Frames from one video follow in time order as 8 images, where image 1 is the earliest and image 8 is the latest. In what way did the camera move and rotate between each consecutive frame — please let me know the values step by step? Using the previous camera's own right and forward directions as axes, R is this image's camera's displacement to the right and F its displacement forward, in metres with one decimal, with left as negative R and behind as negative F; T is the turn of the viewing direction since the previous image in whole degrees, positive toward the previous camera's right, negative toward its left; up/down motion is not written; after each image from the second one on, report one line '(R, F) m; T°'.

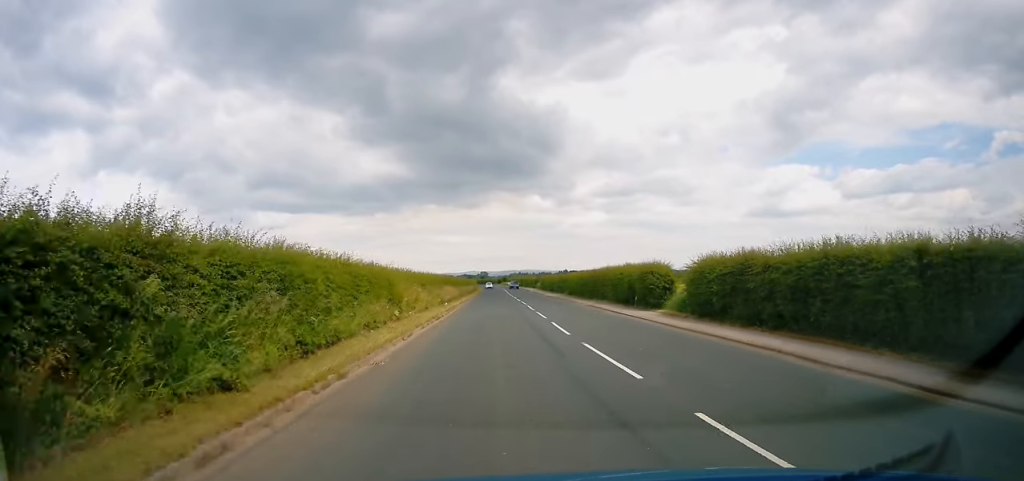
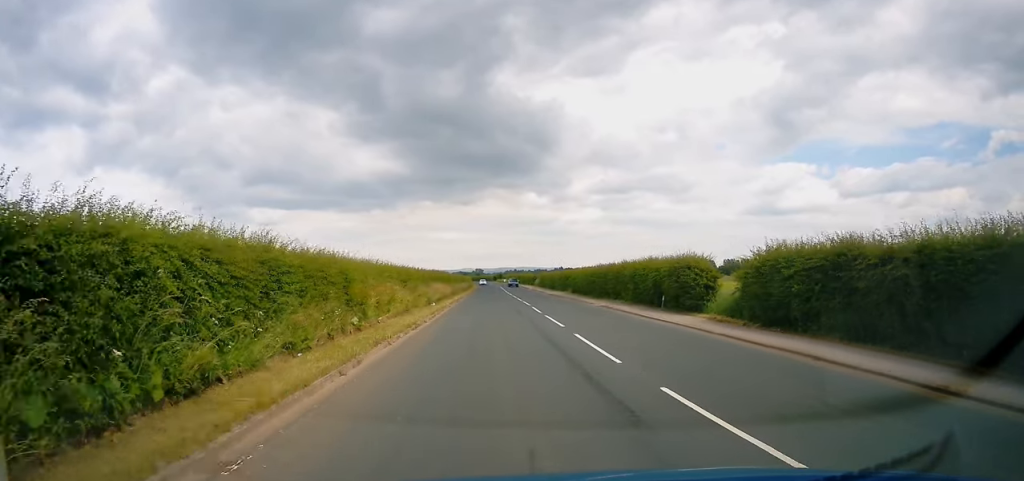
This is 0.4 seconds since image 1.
(+0.2, +7.4) m; +1°
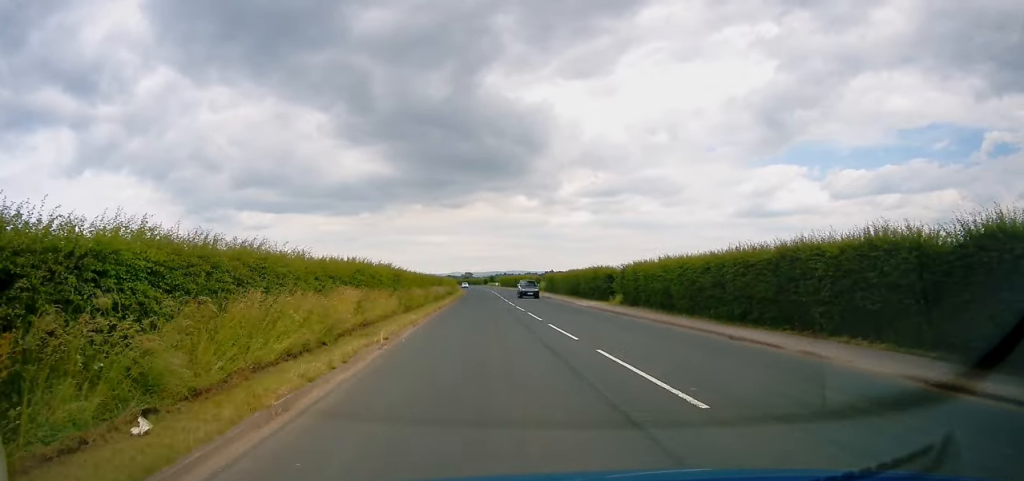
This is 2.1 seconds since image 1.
(+0.4, +29.8) m; 0°
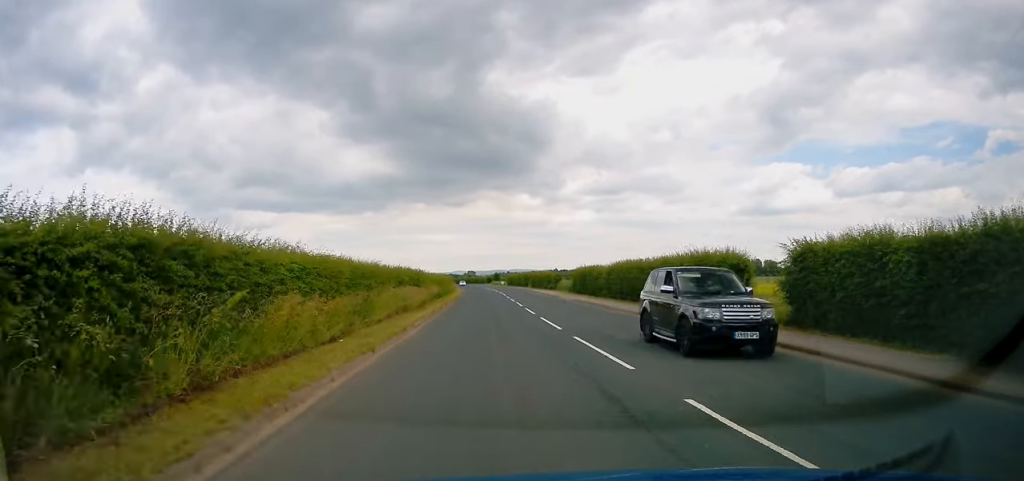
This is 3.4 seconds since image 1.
(-0.4, +22.8) m; -1°
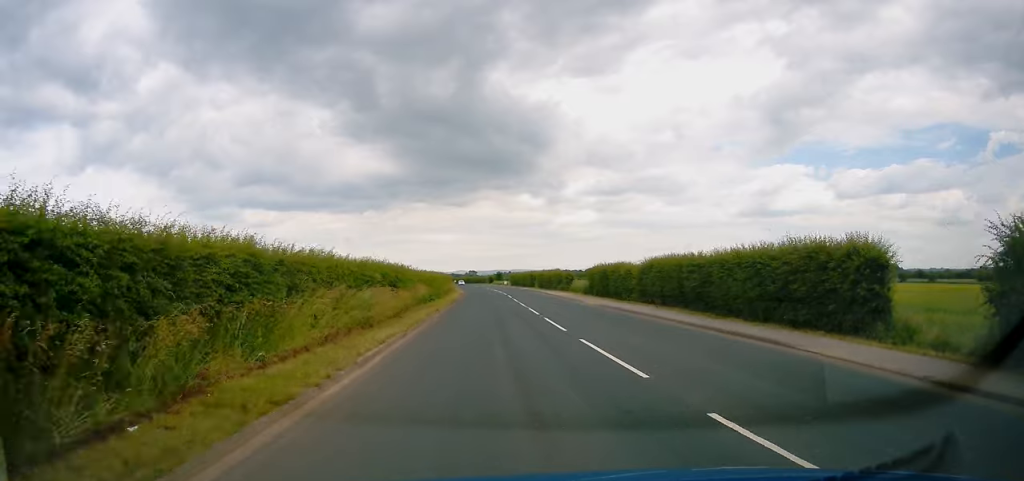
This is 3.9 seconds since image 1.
(-0.2, +9.3) m; 0°
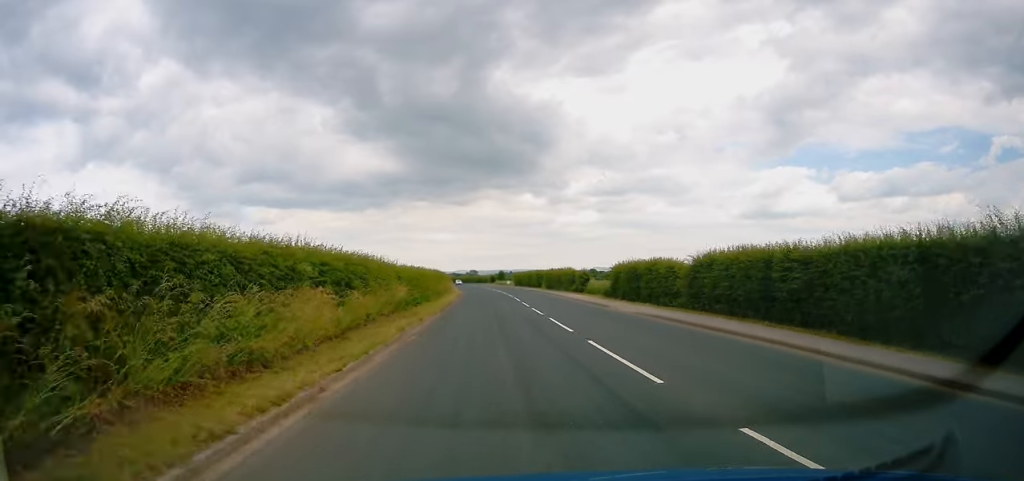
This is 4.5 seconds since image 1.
(+0.3, +9.2) m; +1°
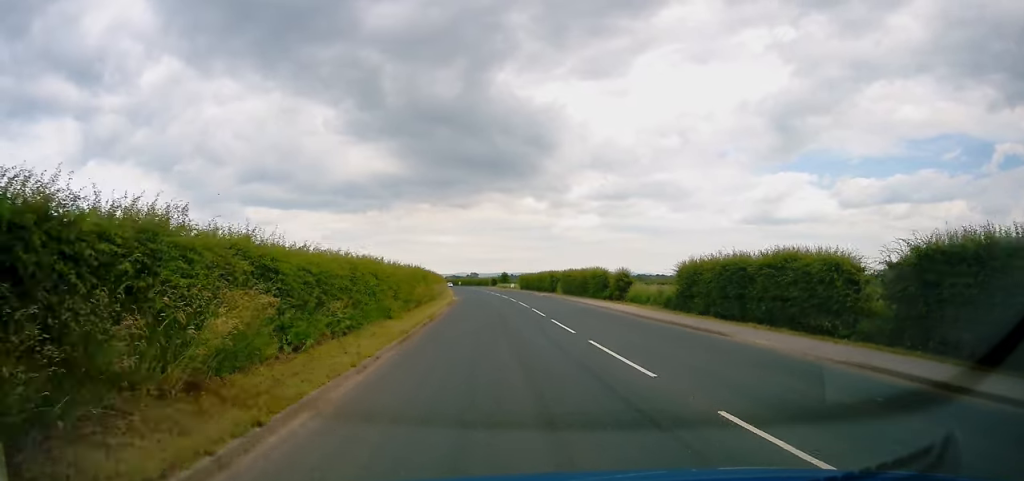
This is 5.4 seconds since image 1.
(+0.2, +16.1) m; +1°
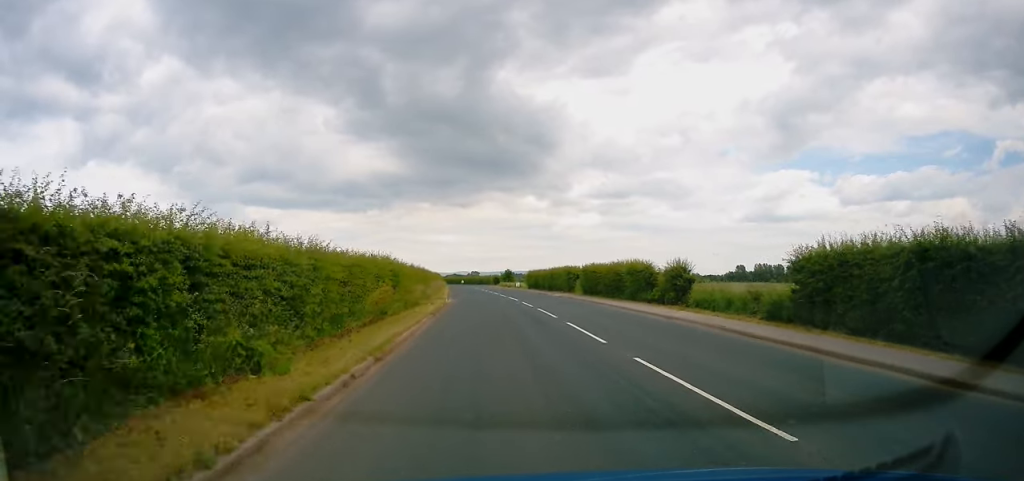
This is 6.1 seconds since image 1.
(0.0, +12.6) m; 0°
